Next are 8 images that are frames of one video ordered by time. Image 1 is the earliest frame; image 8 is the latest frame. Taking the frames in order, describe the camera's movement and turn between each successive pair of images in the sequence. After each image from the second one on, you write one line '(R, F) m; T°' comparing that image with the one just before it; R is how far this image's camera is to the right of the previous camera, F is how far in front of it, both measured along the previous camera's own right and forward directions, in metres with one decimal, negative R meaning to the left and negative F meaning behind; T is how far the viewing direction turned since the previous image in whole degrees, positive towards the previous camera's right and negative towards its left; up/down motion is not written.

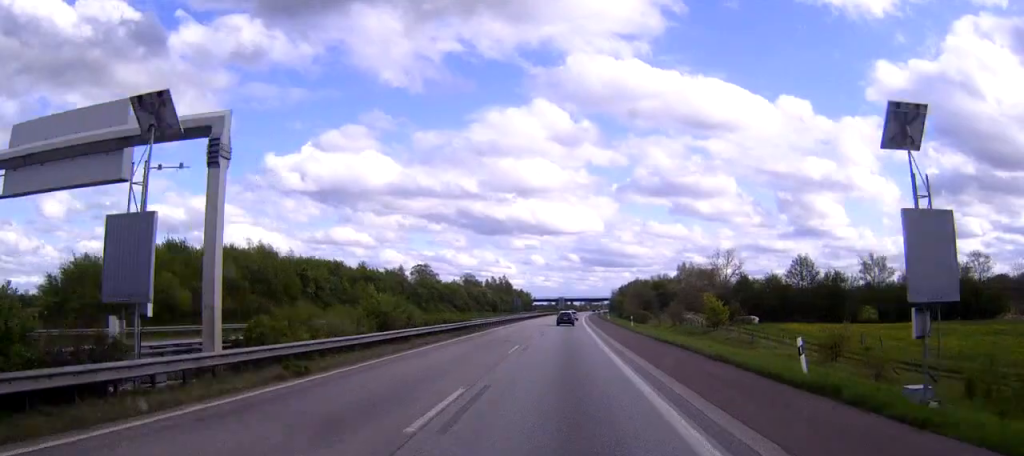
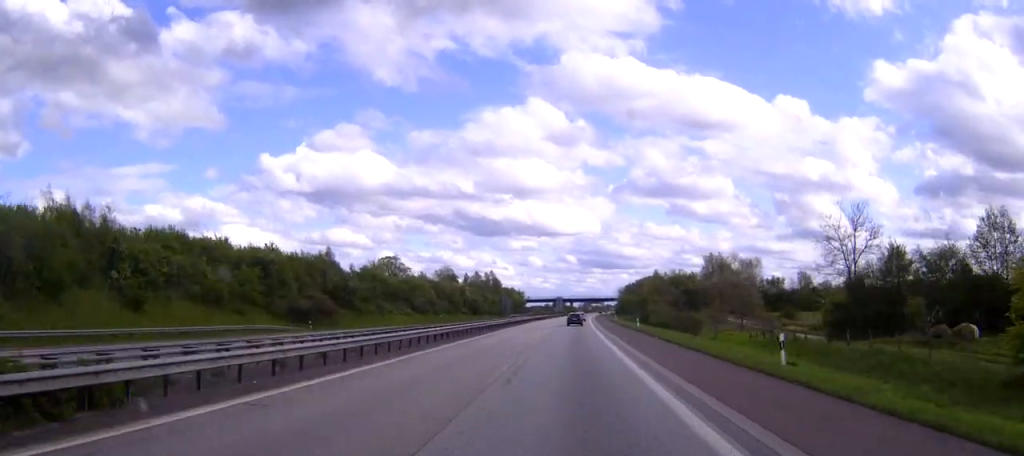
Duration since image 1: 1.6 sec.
(0.0, +47.9) m; 0°
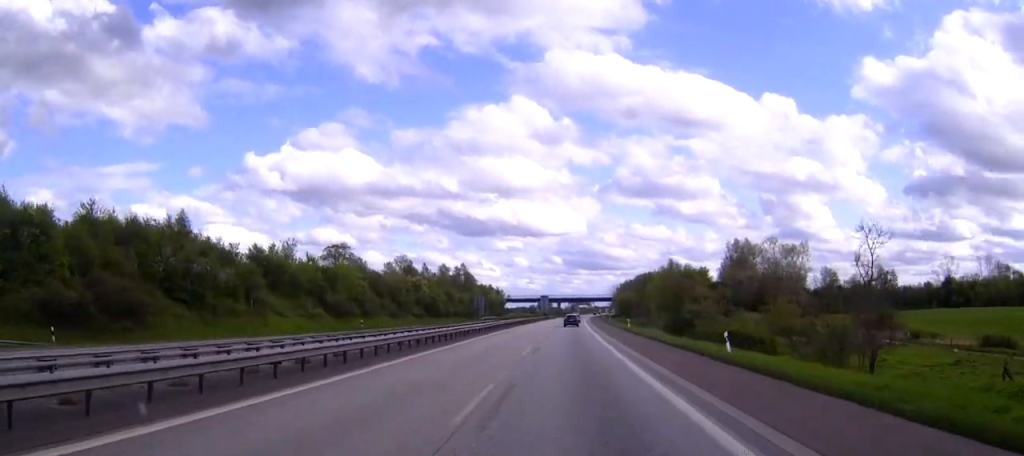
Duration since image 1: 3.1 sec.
(+0.3, +42.0) m; +1°
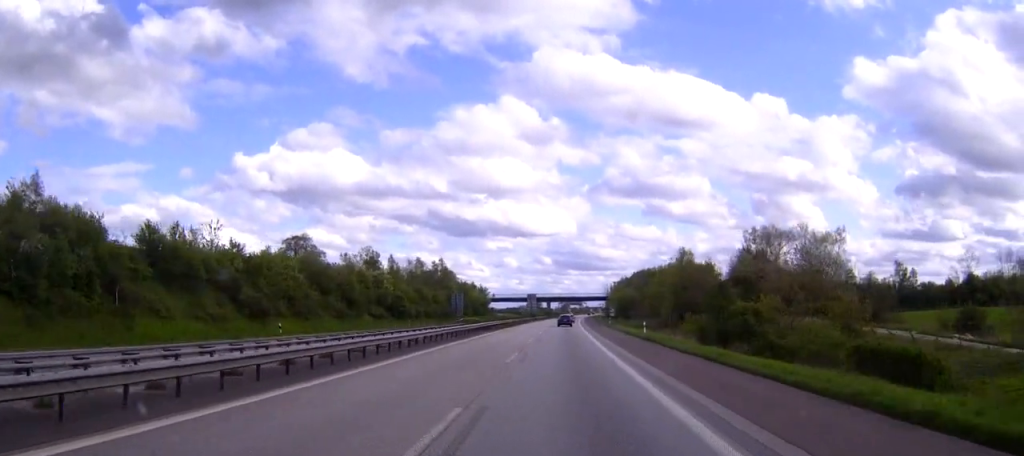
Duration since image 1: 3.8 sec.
(+0.2, +22.5) m; 0°
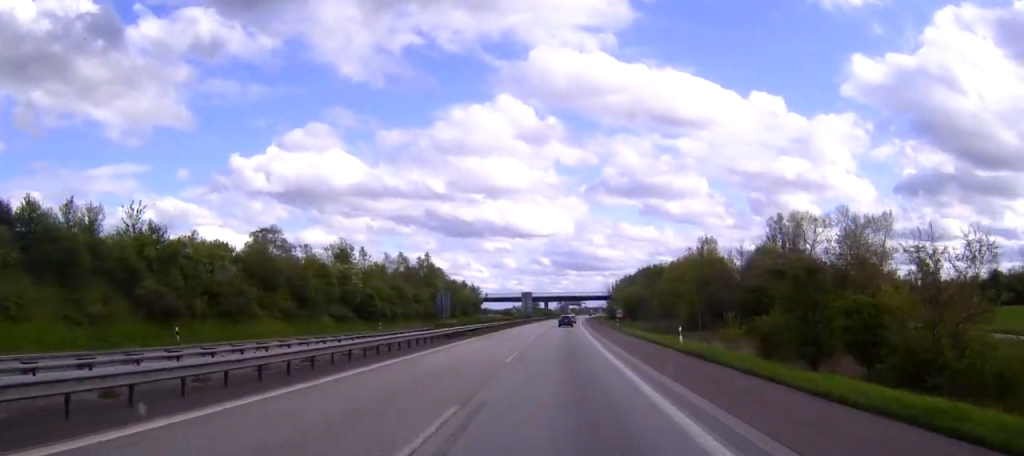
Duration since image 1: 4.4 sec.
(0.0, +17.6) m; 0°
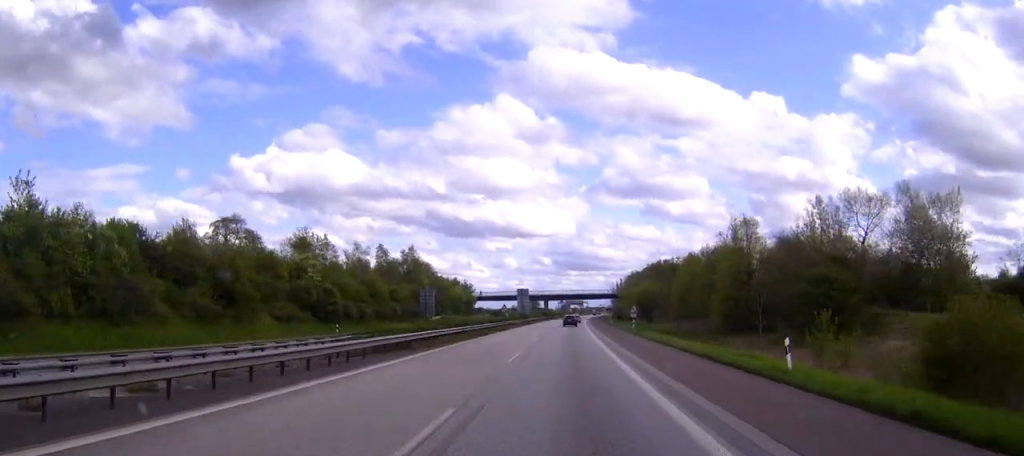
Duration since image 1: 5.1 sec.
(0.0, +18.6) m; 0°
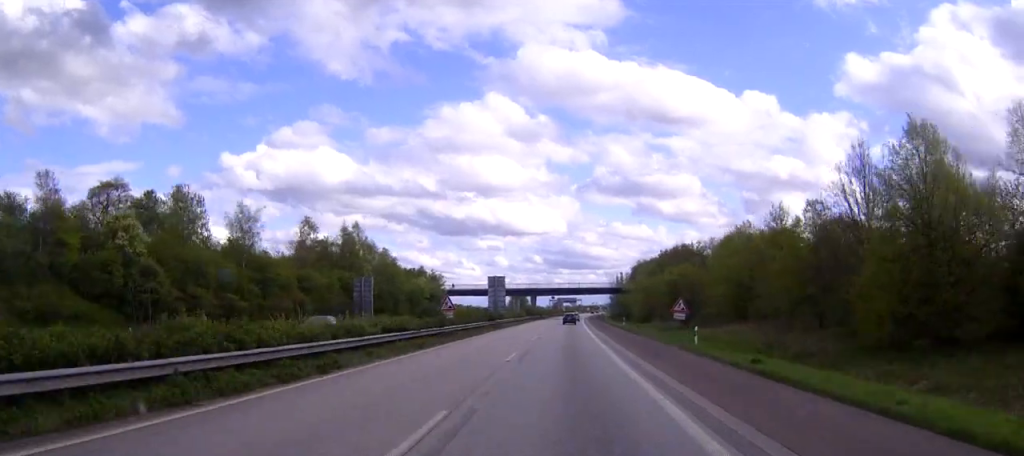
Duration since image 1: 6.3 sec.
(+0.1, +37.2) m; 0°
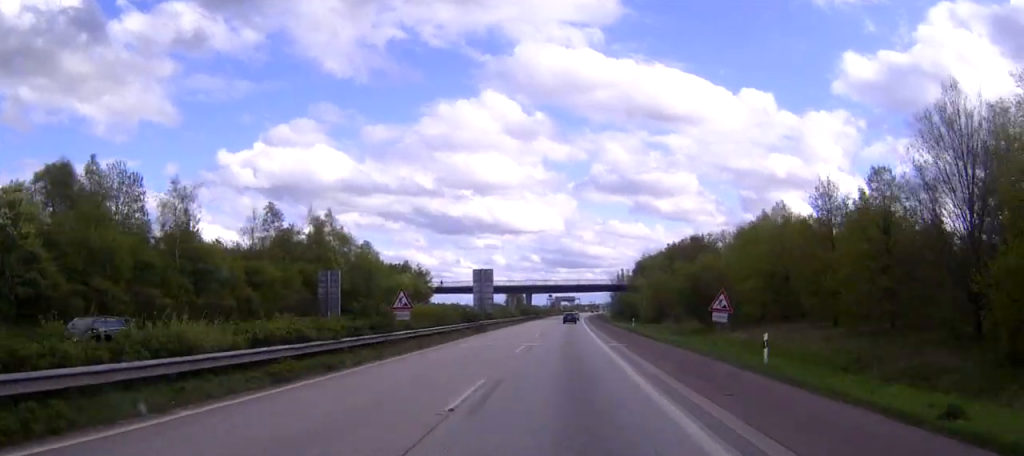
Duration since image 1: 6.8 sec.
(0.0, +12.8) m; 0°
